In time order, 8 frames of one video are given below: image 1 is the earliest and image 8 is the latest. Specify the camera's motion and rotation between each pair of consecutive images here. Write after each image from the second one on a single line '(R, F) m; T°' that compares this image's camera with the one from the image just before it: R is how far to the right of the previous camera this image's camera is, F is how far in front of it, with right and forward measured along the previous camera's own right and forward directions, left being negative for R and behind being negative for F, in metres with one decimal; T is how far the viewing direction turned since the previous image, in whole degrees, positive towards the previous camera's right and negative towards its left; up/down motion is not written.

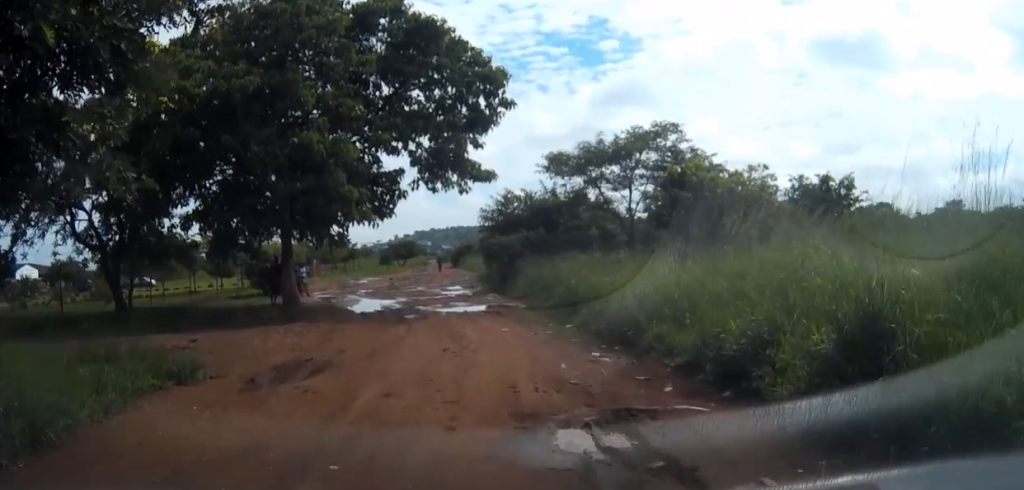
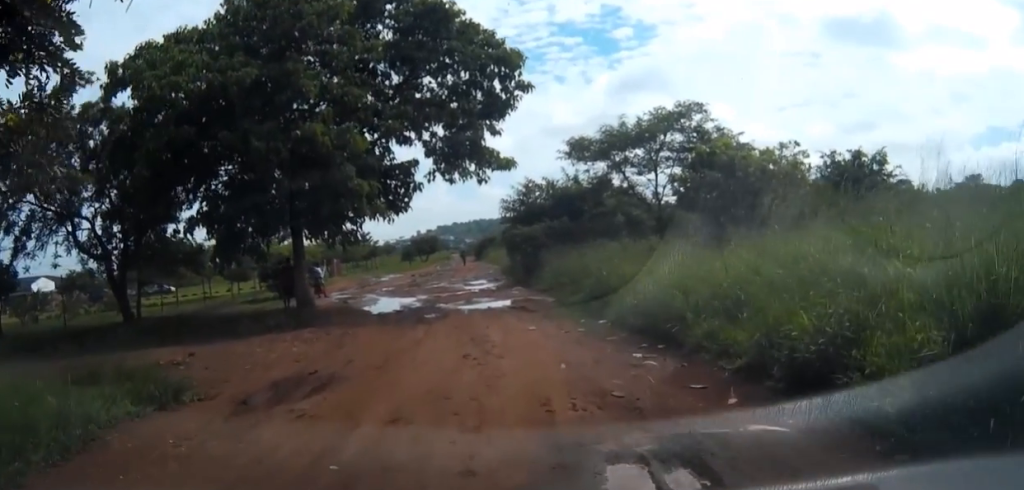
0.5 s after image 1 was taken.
(0.0, +1.2) m; -4°
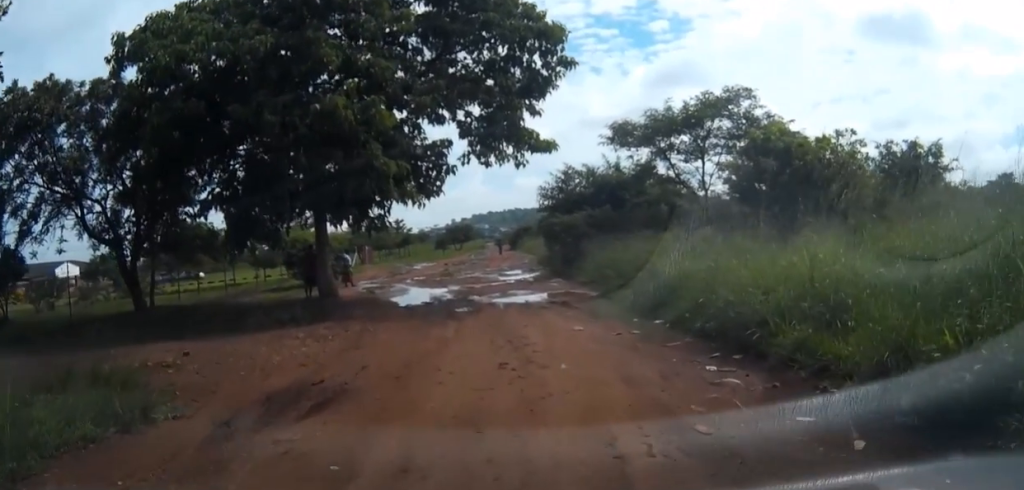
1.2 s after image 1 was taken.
(0.0, +1.6) m; -5°
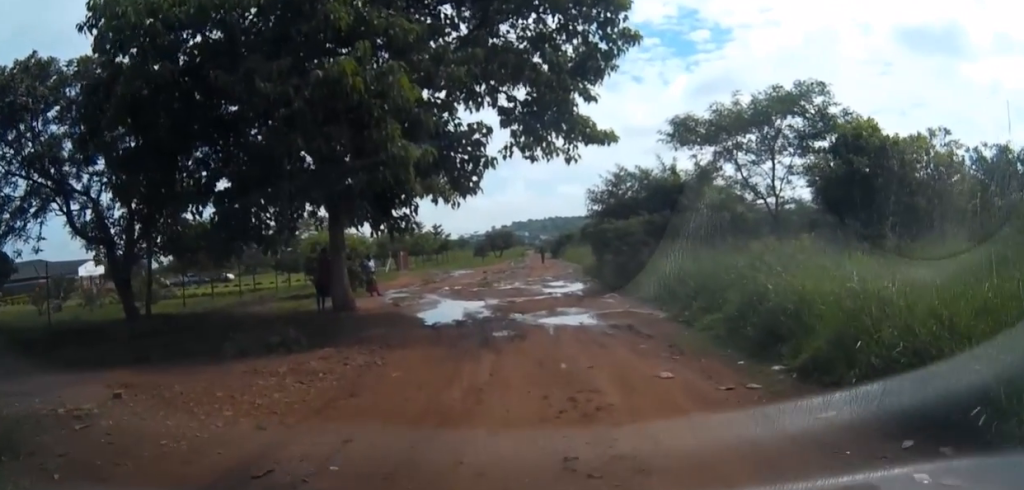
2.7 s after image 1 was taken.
(-0.2, +3.0) m; 0°
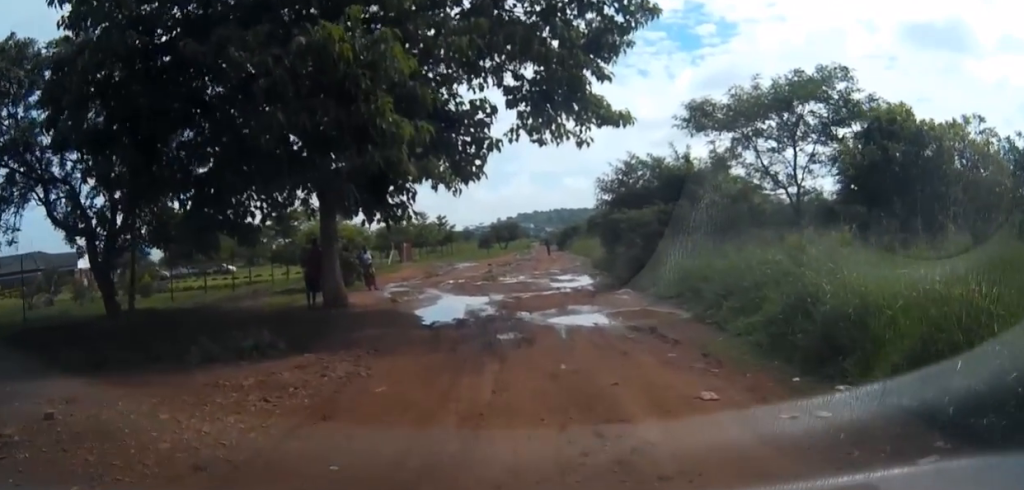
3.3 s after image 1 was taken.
(+0.1, +1.2) m; +2°
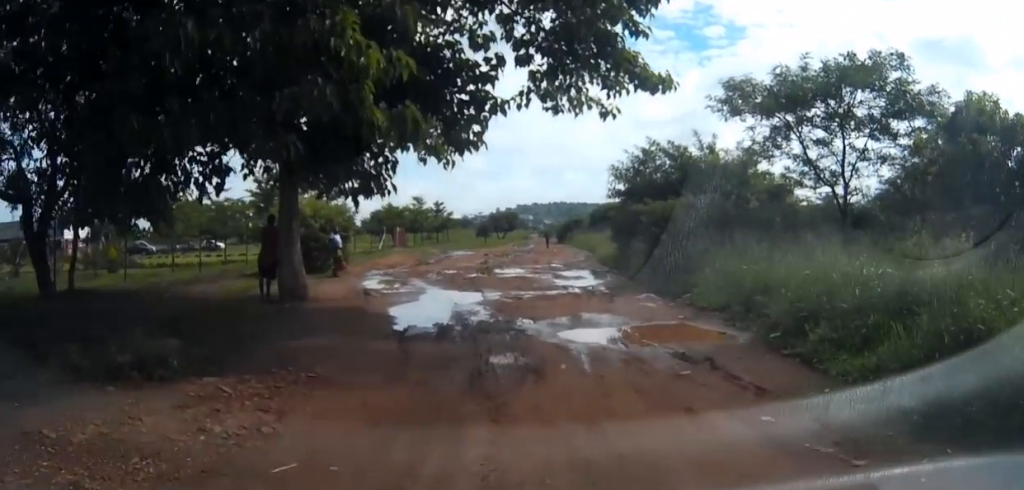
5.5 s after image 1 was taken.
(-0.3, +5.8) m; -2°
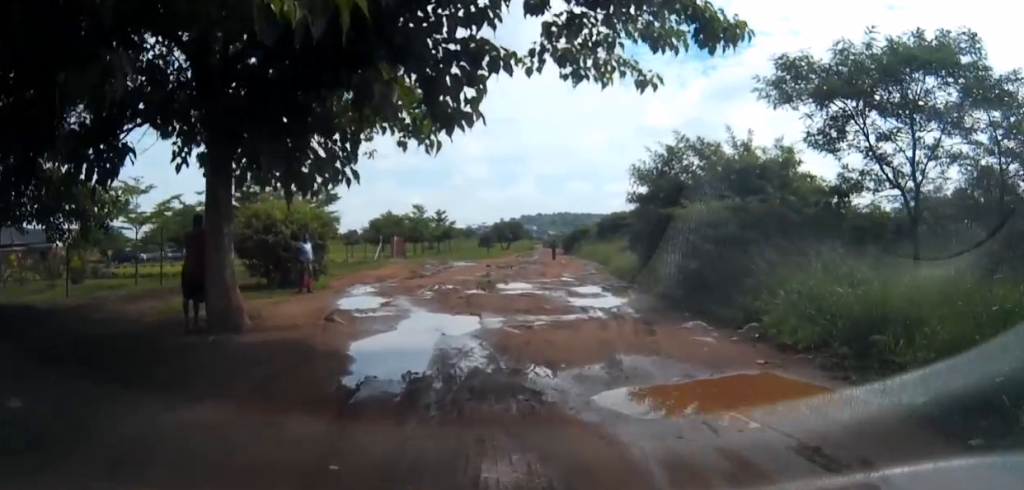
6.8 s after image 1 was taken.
(+0.2, +4.4) m; +2°
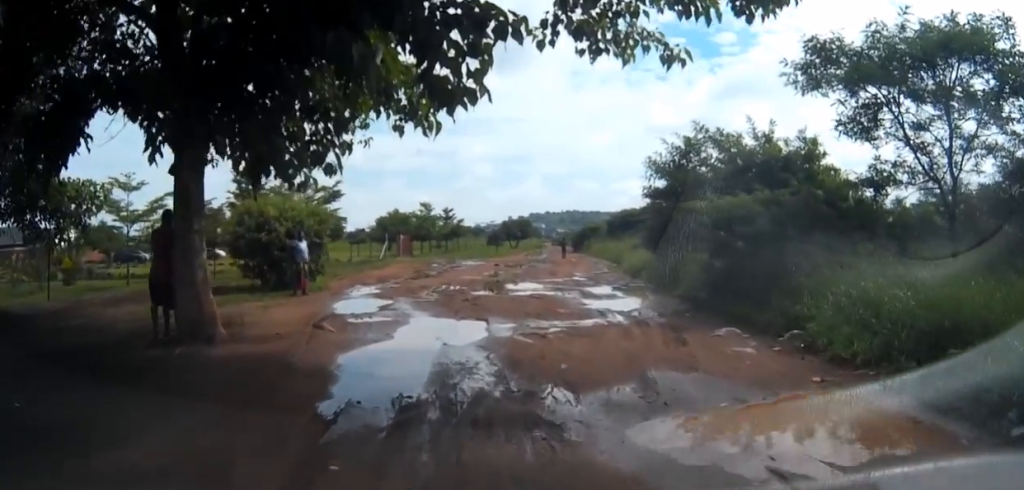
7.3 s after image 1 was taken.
(0.0, +1.7) m; 0°
